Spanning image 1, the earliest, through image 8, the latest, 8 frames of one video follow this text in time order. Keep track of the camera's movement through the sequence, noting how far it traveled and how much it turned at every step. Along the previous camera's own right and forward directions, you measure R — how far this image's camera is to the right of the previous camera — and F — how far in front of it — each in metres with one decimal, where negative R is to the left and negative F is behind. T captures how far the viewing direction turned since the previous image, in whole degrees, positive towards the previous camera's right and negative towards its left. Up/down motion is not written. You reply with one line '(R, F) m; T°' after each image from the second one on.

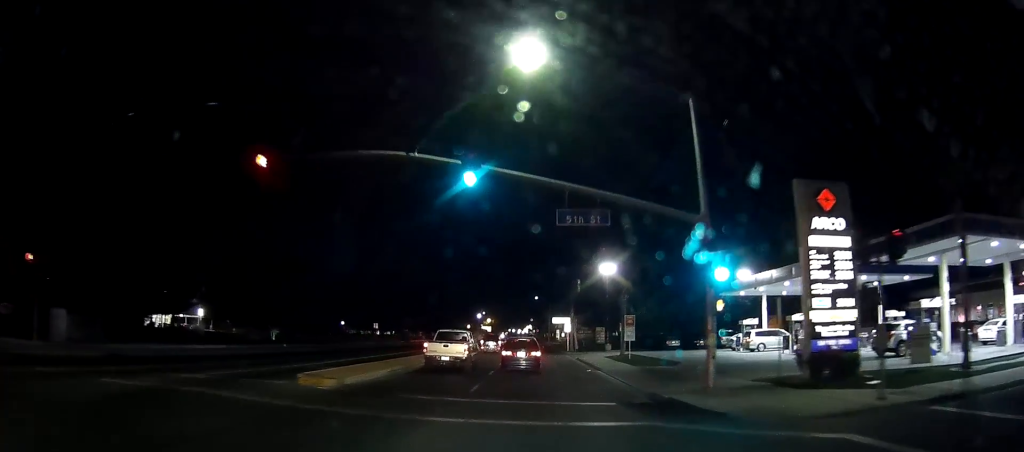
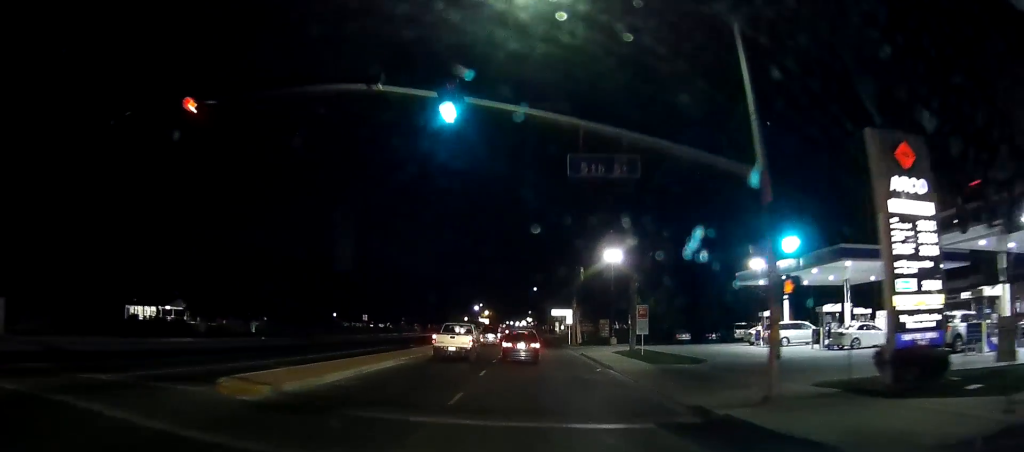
(0.0, +4.2) m; 0°
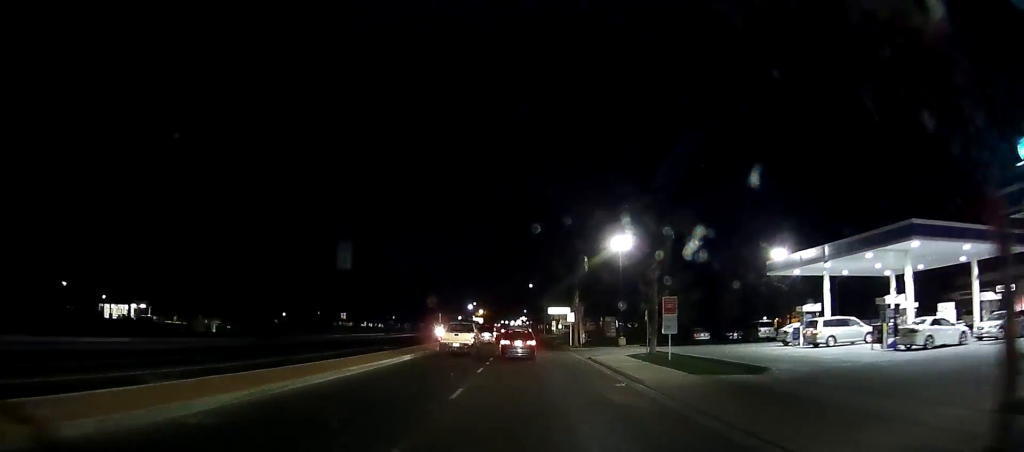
(+0.1, +7.8) m; 0°
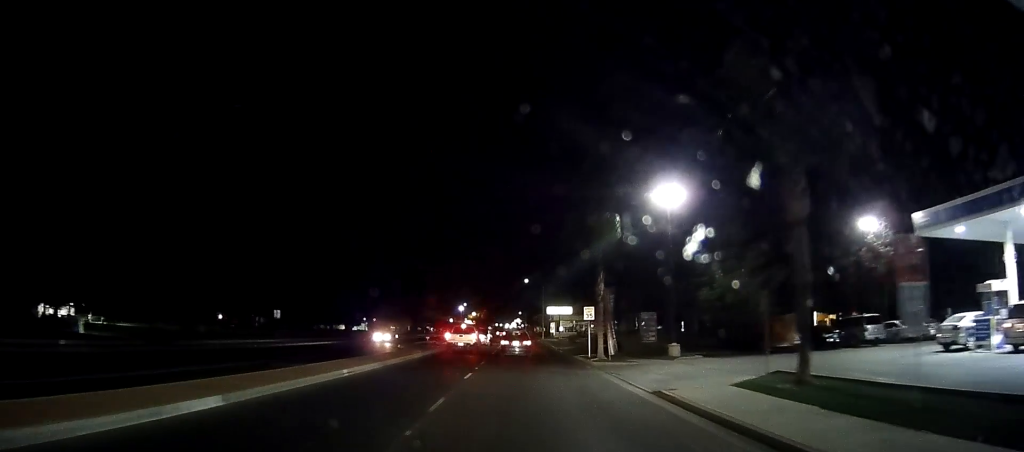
(+0.1, +17.1) m; +1°
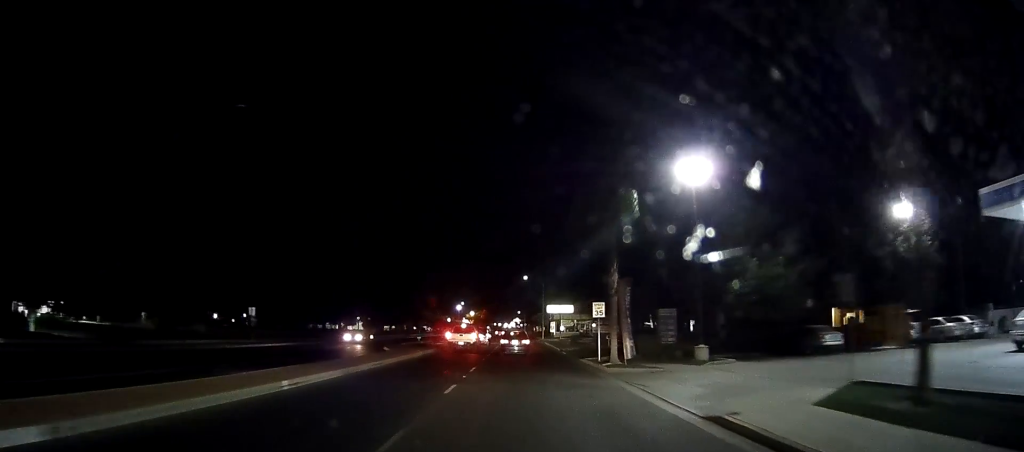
(0.0, +4.5) m; 0°
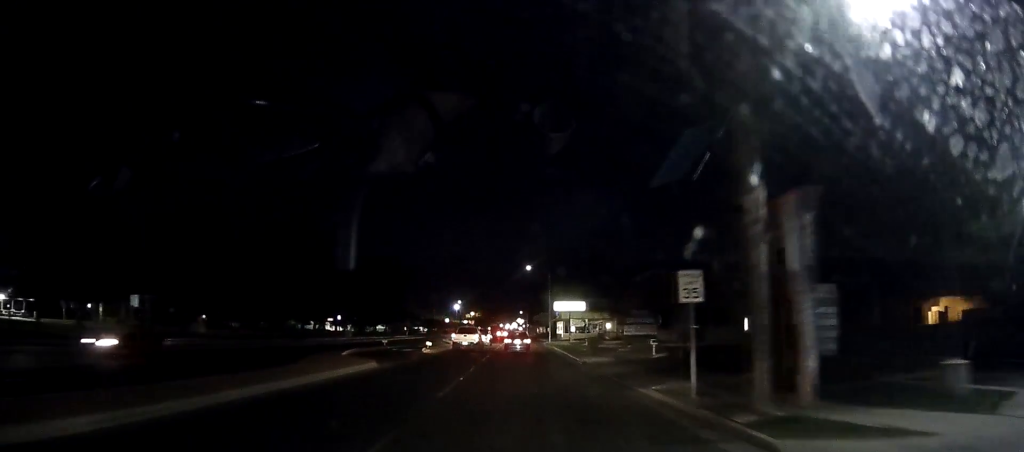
(0.0, +13.6) m; 0°
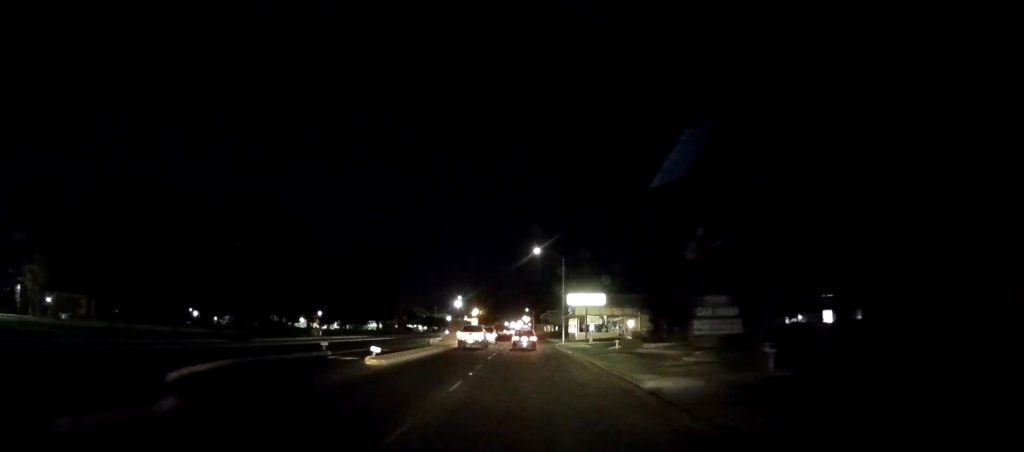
(-0.2, +12.3) m; -2°
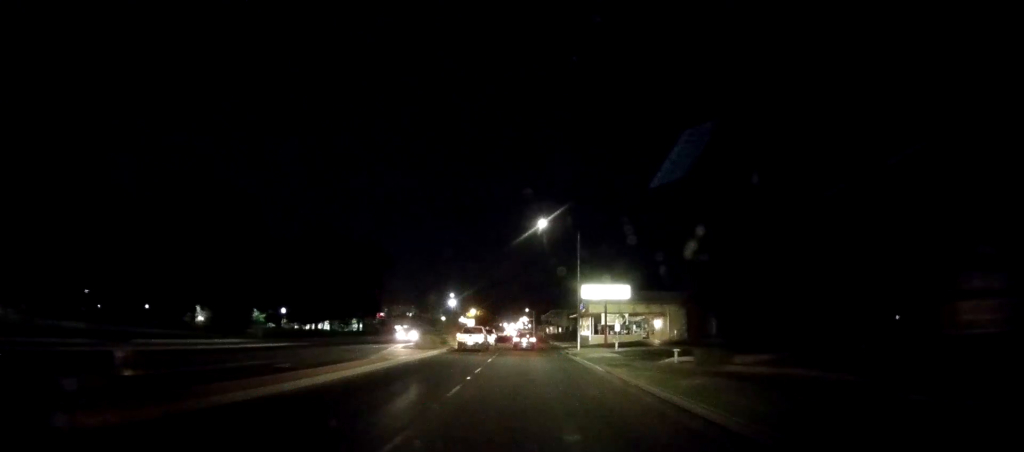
(-0.1, +14.6) m; +2°
